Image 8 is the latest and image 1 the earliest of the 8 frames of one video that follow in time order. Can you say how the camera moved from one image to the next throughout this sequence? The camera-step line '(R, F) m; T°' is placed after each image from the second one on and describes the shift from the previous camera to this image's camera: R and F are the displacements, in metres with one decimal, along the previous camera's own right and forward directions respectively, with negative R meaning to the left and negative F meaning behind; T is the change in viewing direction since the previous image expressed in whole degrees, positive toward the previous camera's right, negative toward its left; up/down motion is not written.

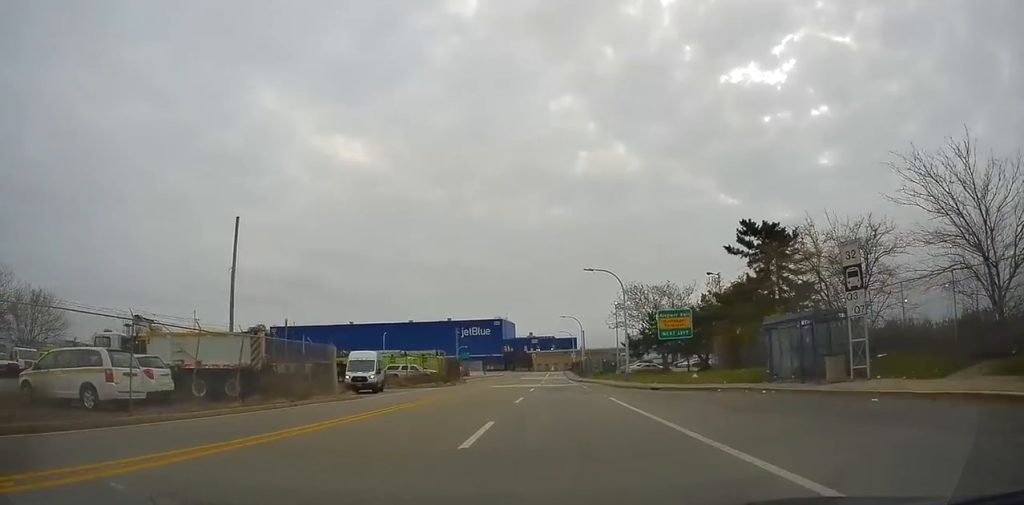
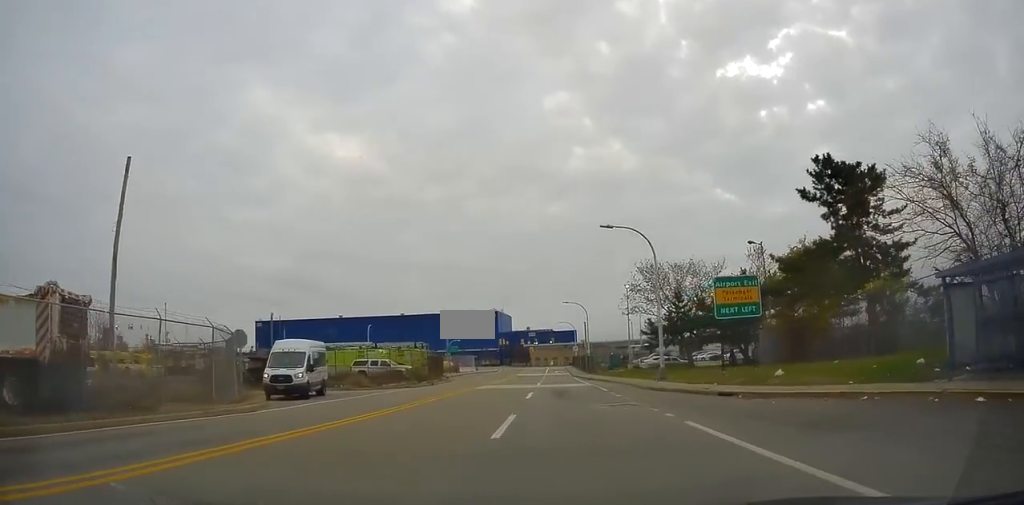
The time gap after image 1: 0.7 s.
(+0.1, +12.2) m; +1°
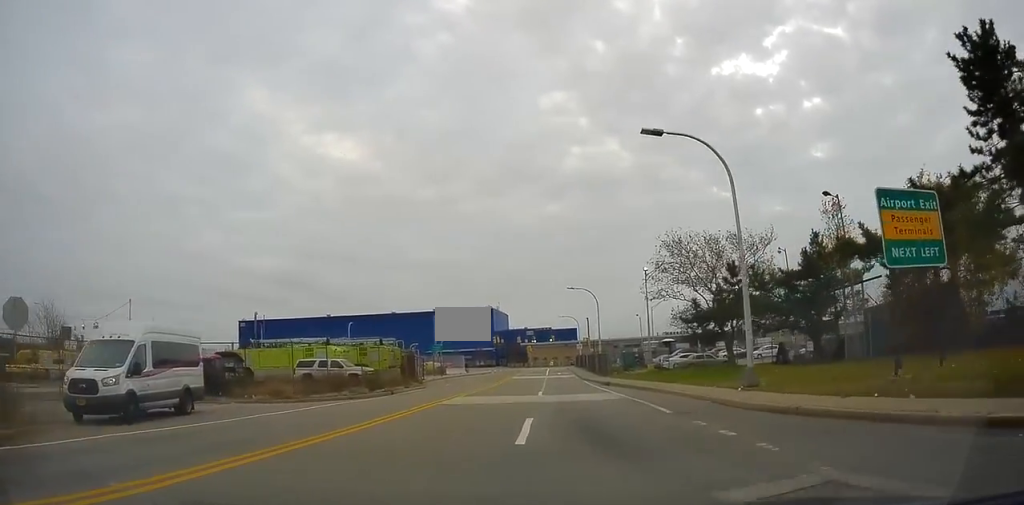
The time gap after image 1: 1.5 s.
(0.0, +13.4) m; 0°
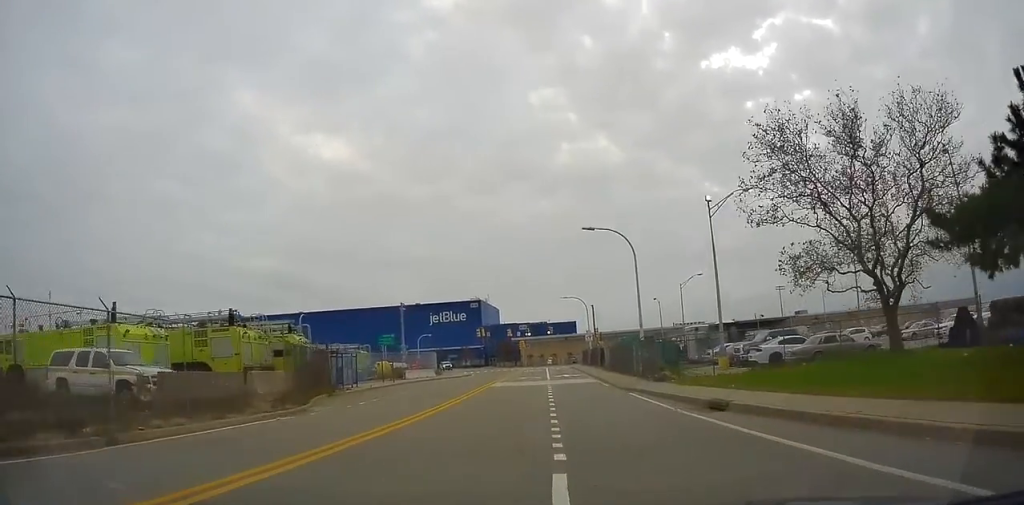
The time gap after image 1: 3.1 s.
(0.0, +23.8) m; 0°
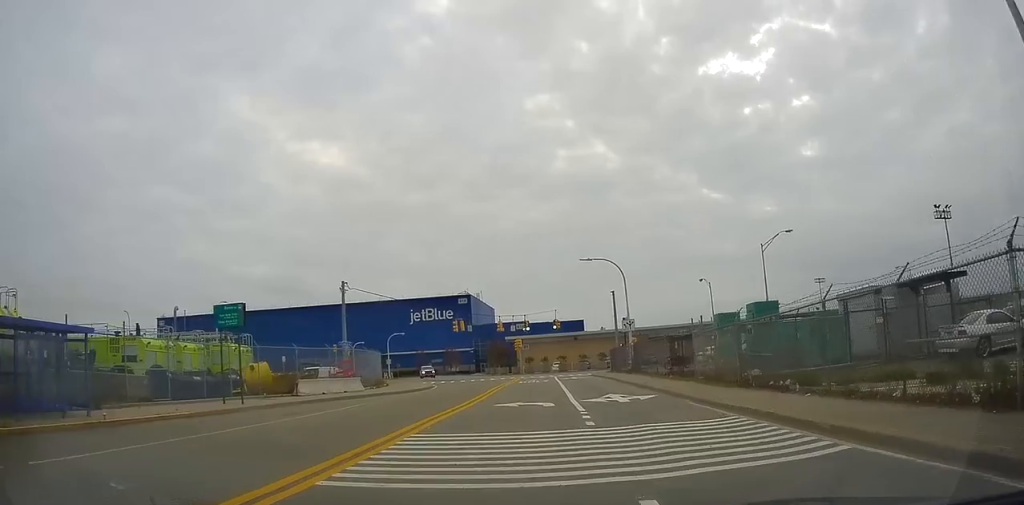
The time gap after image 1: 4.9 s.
(+0.1, +27.5) m; +2°
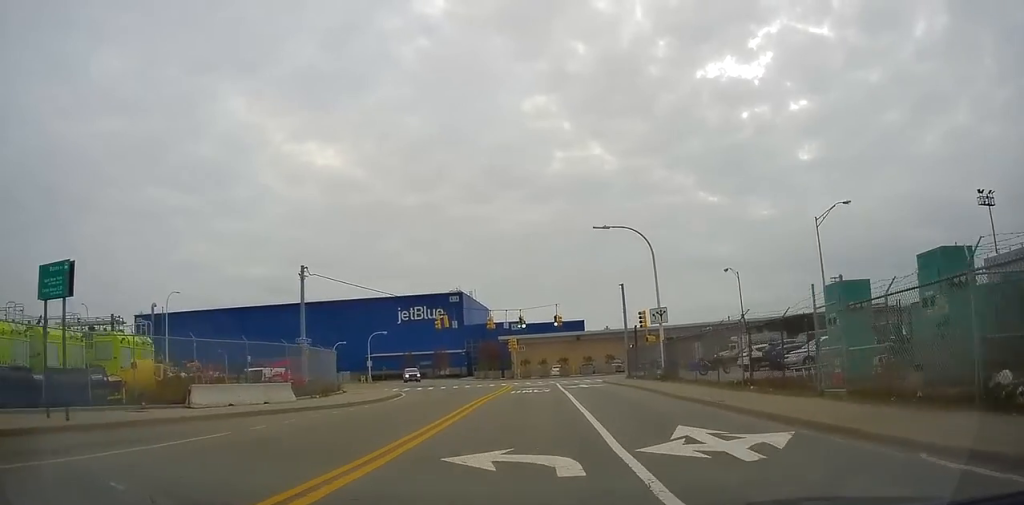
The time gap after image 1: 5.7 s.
(+0.2, +10.8) m; +1°
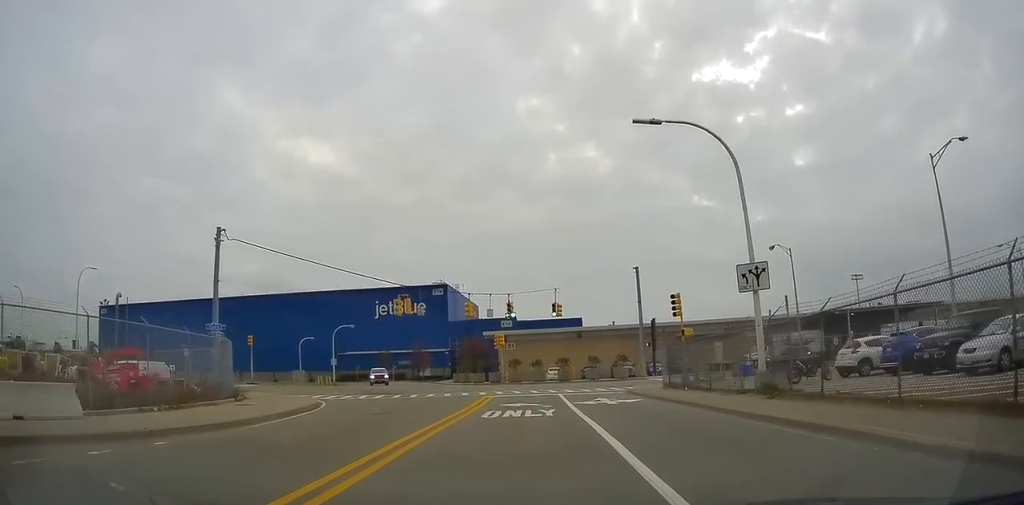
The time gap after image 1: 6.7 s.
(0.0, +14.6) m; -2°
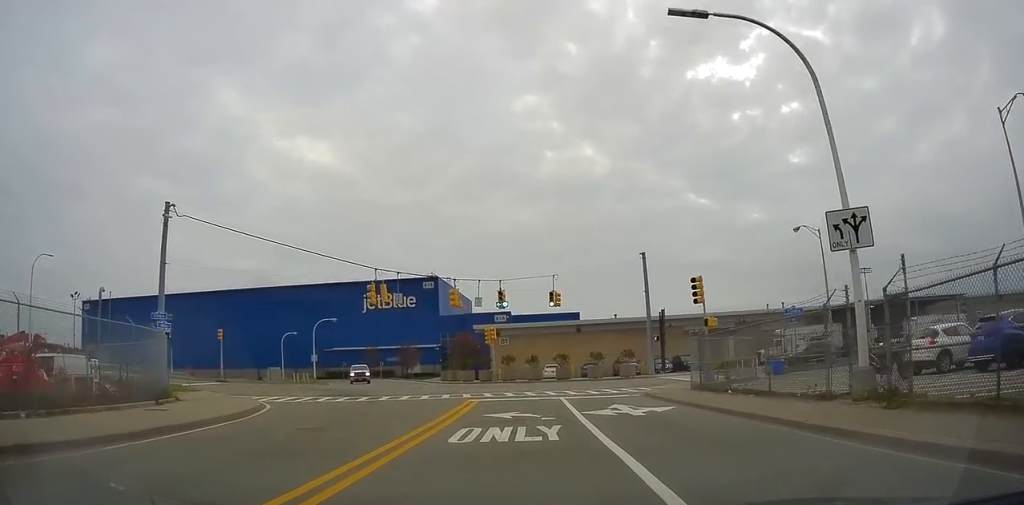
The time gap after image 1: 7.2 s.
(-0.3, +6.5) m; -1°
